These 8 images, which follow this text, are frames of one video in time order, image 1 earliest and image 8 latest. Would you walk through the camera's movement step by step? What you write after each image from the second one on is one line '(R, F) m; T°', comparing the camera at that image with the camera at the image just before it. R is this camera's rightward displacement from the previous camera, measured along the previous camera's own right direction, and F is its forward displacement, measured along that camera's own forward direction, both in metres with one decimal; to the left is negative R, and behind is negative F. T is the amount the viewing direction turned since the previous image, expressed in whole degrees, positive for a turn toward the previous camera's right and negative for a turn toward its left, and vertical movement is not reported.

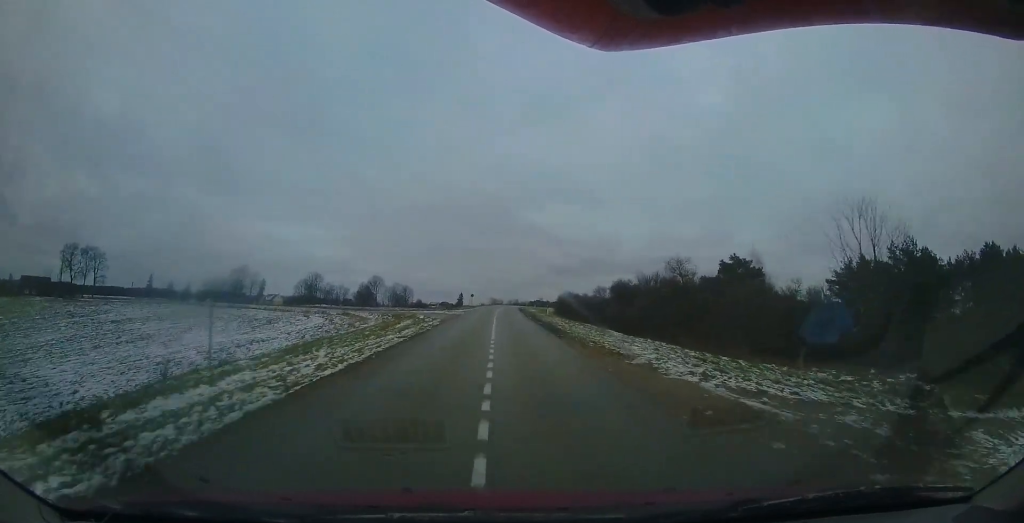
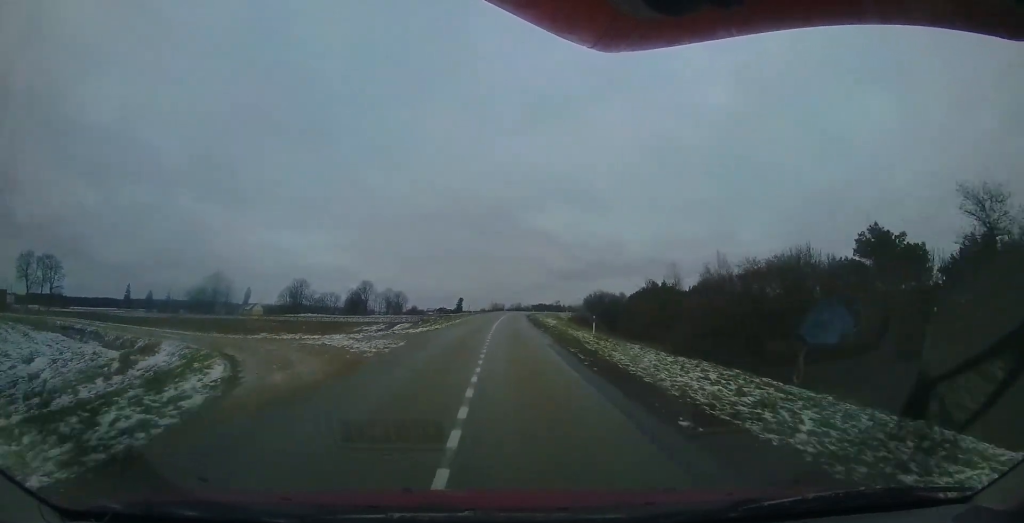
(-0.6, +17.9) m; -2°
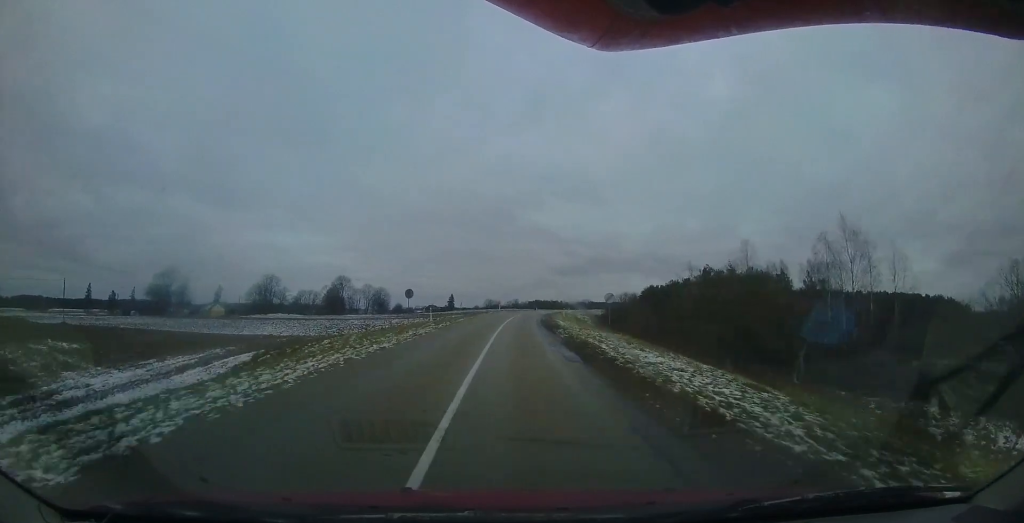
(0.0, +24.2) m; 0°
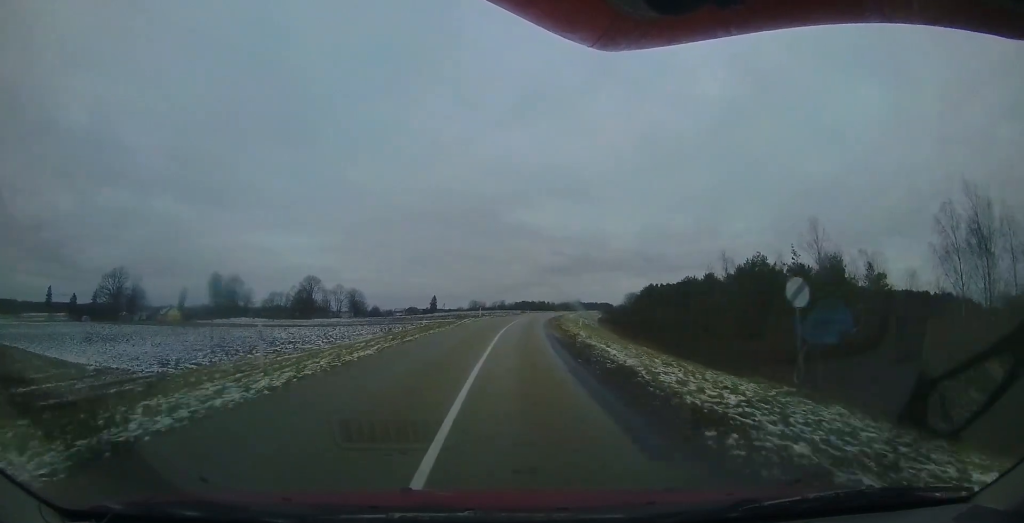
(-0.1, +15.5) m; +2°
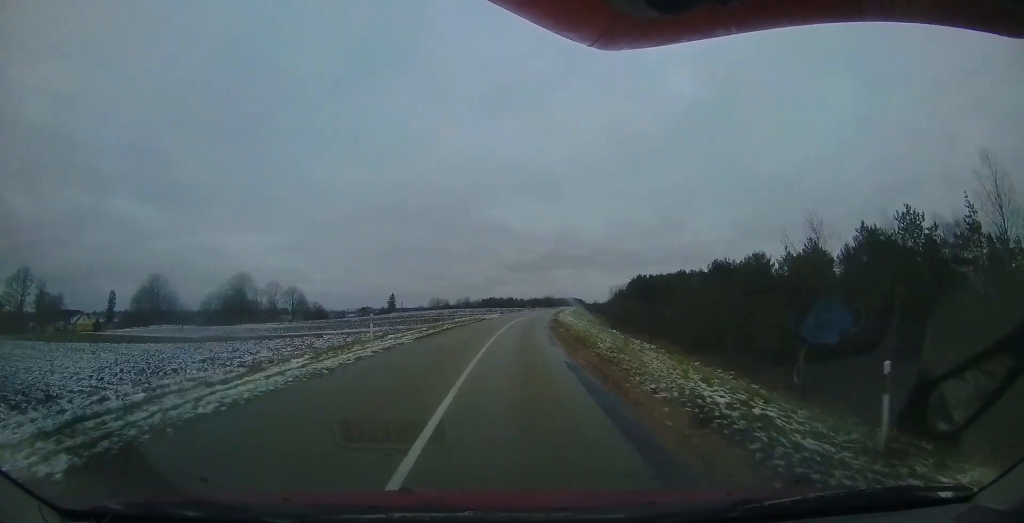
(+1.0, +23.3) m; +5°
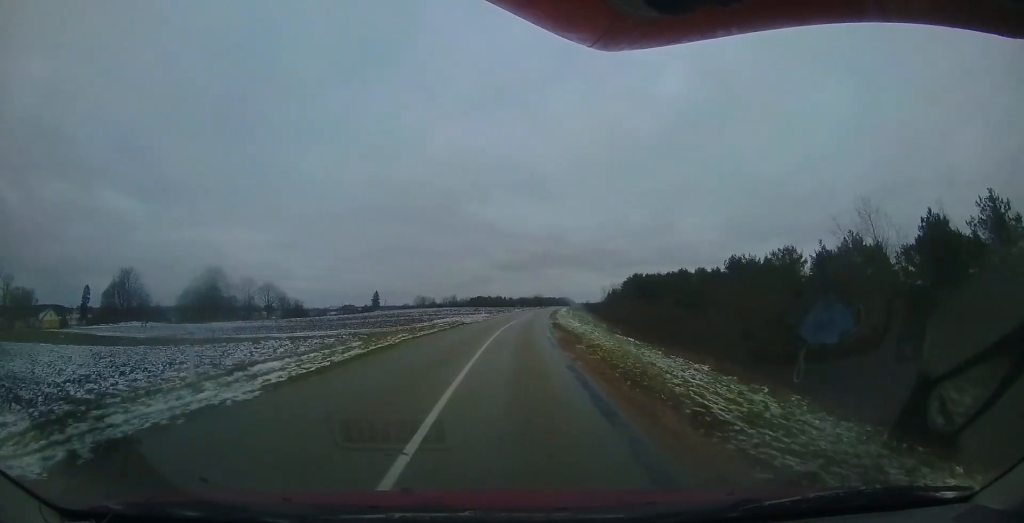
(+0.2, +7.9) m; +2°
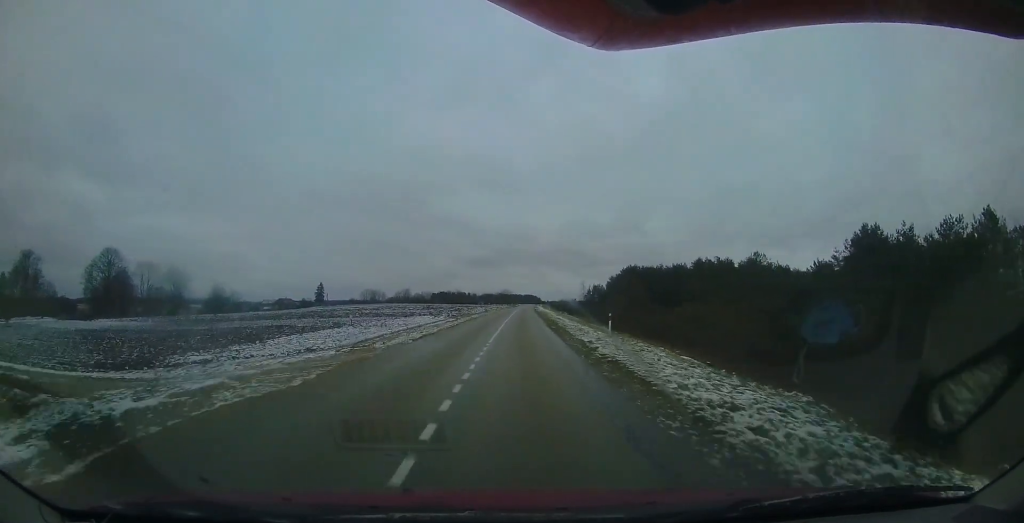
(+1.1, +26.9) m; +7°
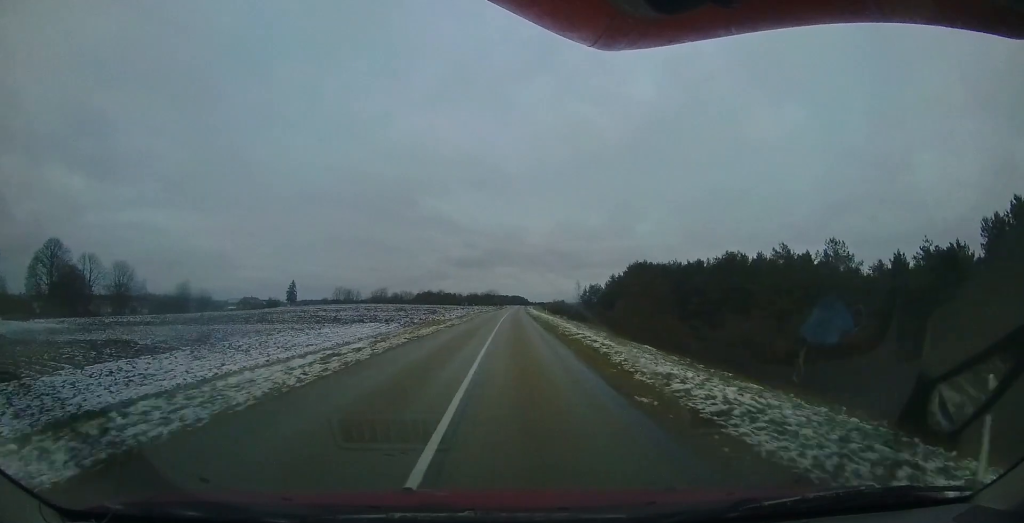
(+0.8, +14.9) m; +4°
